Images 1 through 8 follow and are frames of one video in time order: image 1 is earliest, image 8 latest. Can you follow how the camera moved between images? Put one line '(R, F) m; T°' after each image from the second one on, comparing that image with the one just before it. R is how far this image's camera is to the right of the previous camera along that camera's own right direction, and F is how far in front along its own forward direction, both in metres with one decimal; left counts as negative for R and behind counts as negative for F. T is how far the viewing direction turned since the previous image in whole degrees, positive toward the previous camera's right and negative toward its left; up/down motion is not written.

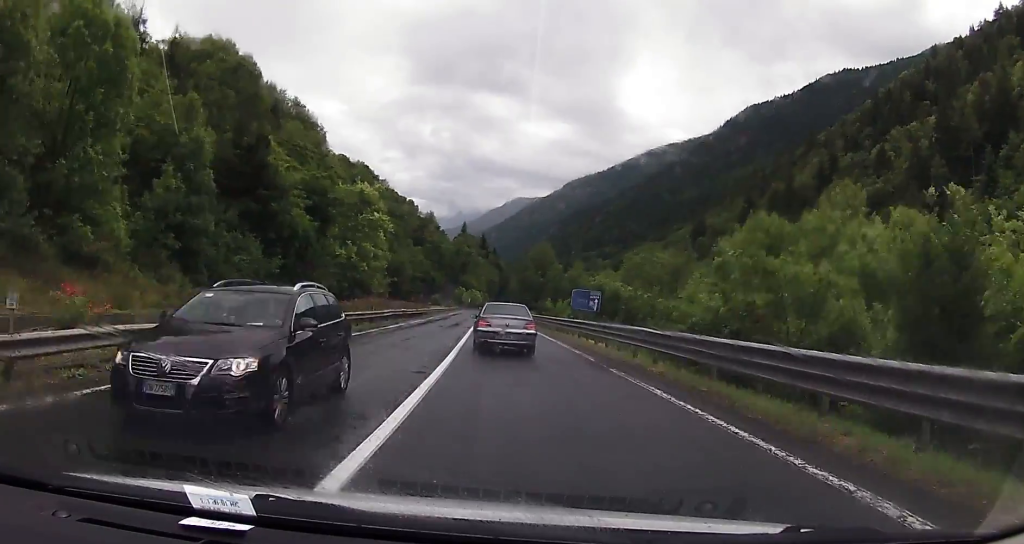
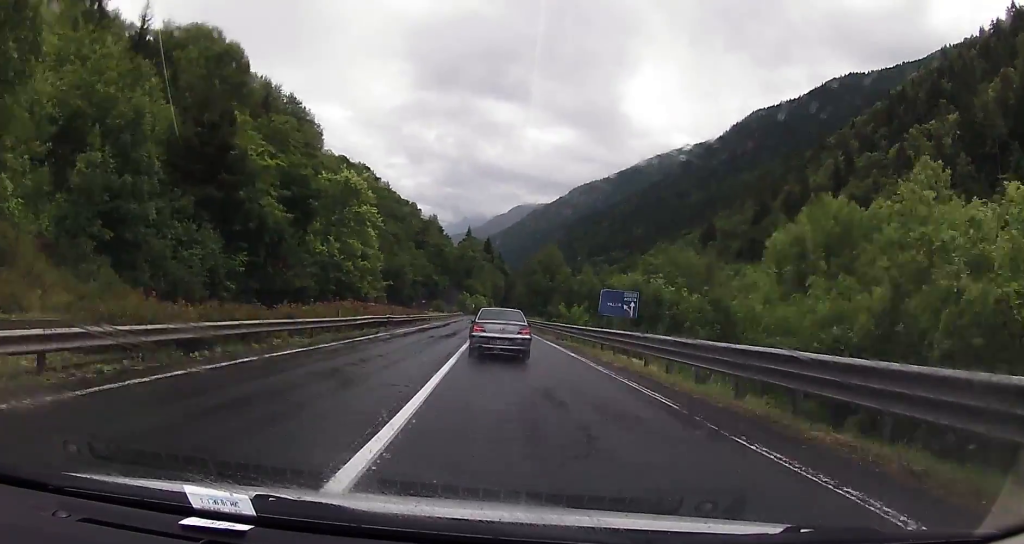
(-0.2, +8.1) m; +1°
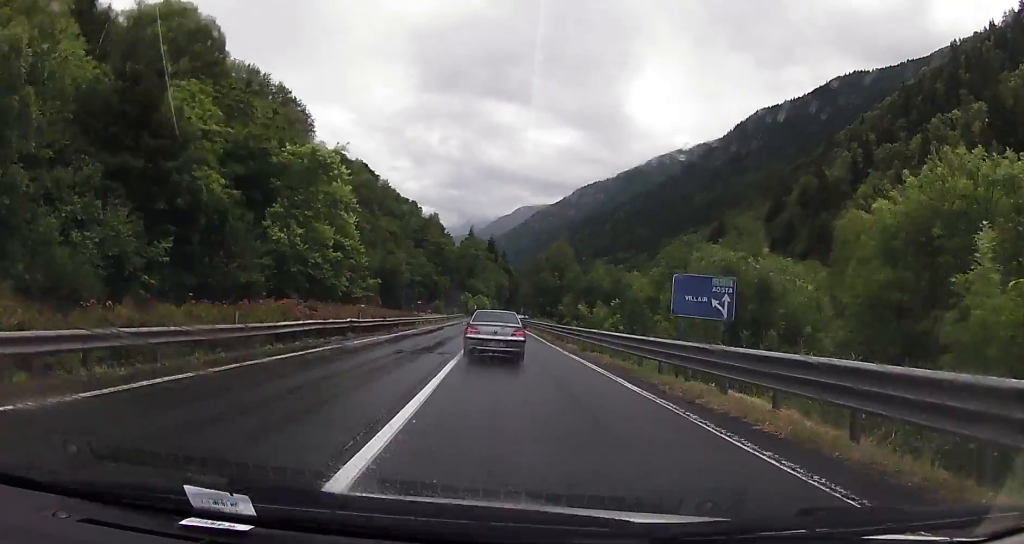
(+0.3, +10.5) m; 0°
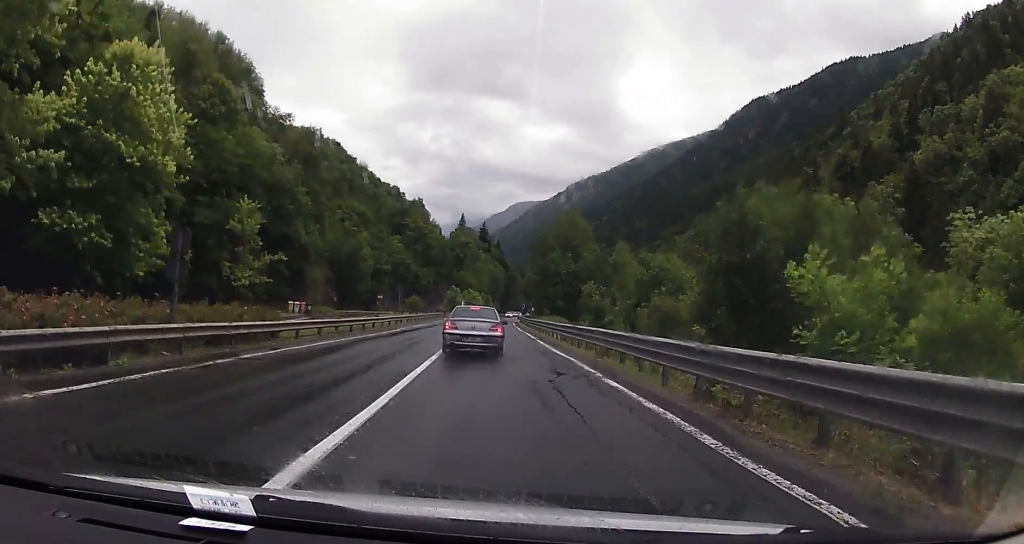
(-0.6, +31.0) m; 0°
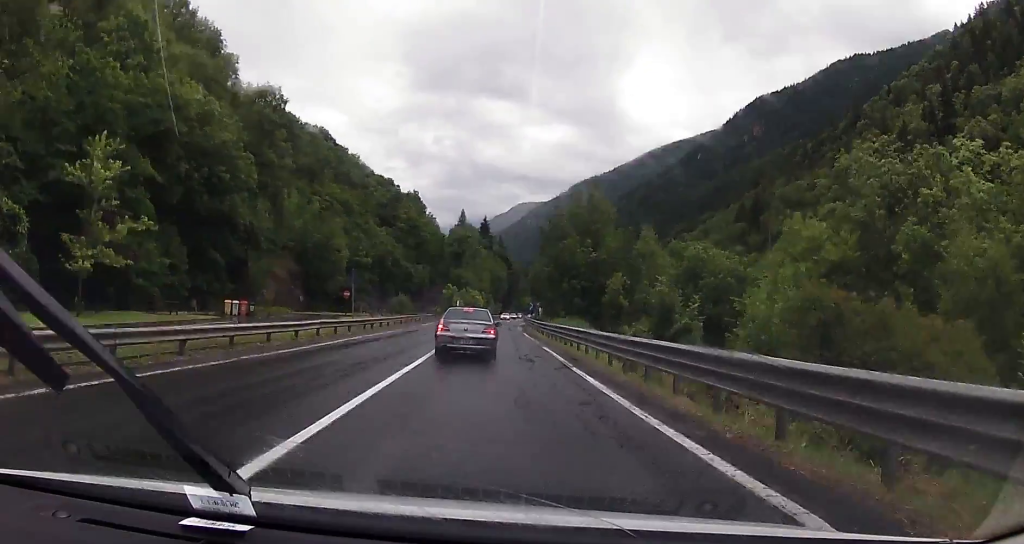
(+0.4, +17.0) m; 0°
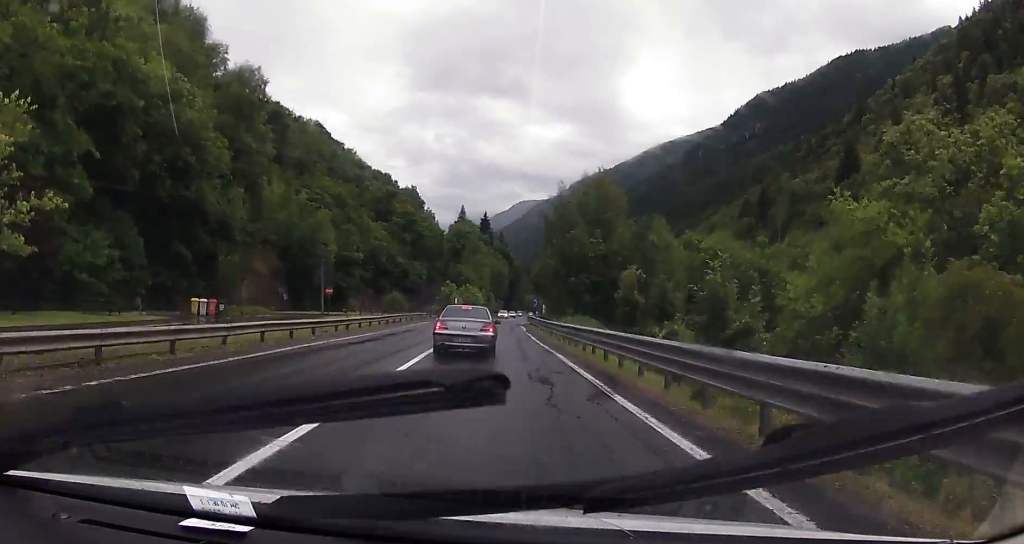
(-0.2, +6.0) m; -1°
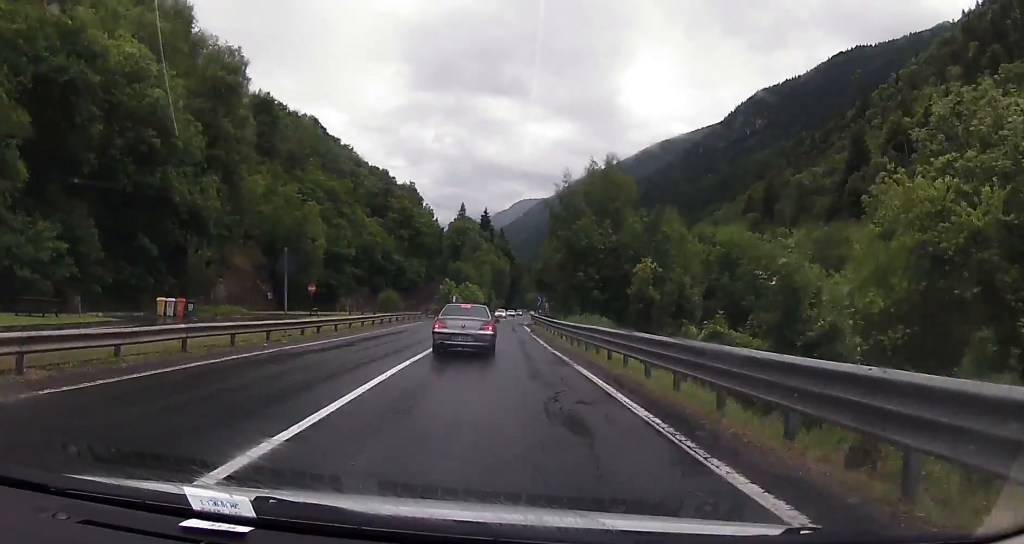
(-0.2, +5.2) m; 0°
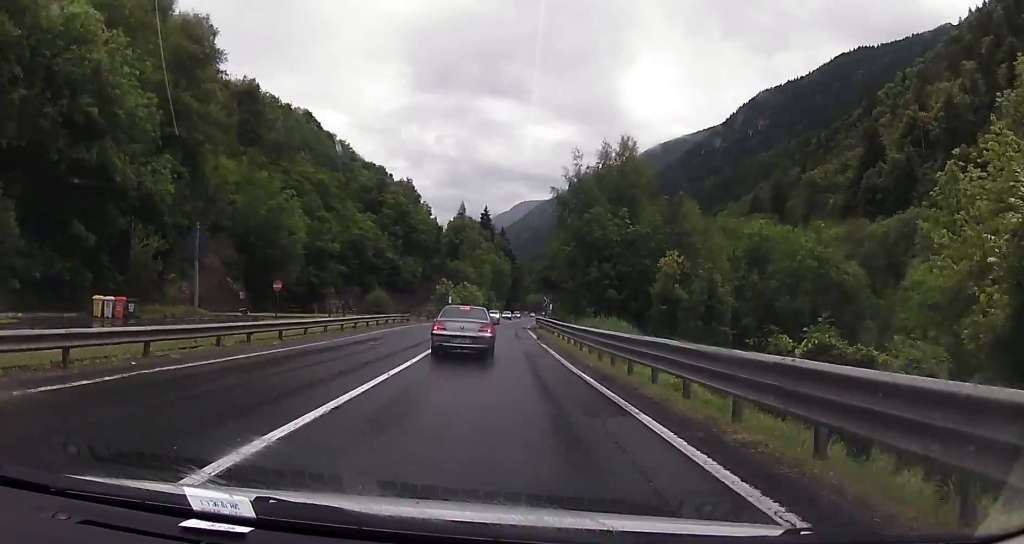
(+0.1, +7.2) m; 0°
